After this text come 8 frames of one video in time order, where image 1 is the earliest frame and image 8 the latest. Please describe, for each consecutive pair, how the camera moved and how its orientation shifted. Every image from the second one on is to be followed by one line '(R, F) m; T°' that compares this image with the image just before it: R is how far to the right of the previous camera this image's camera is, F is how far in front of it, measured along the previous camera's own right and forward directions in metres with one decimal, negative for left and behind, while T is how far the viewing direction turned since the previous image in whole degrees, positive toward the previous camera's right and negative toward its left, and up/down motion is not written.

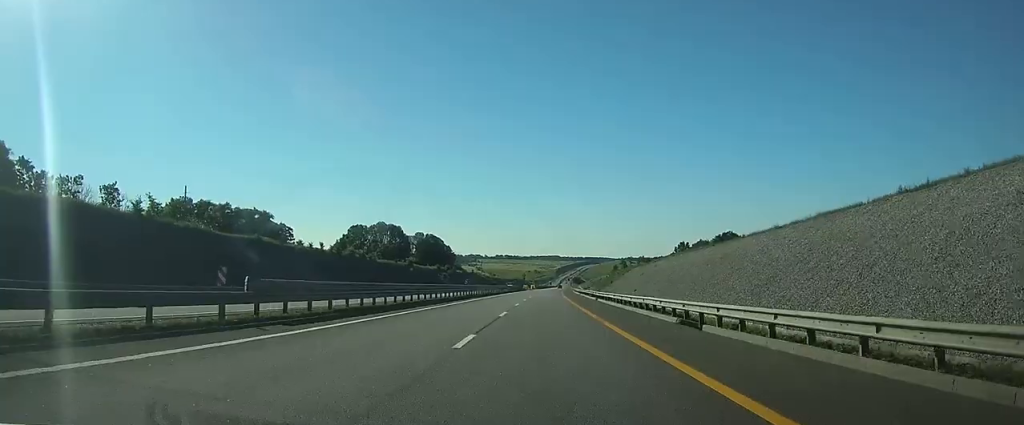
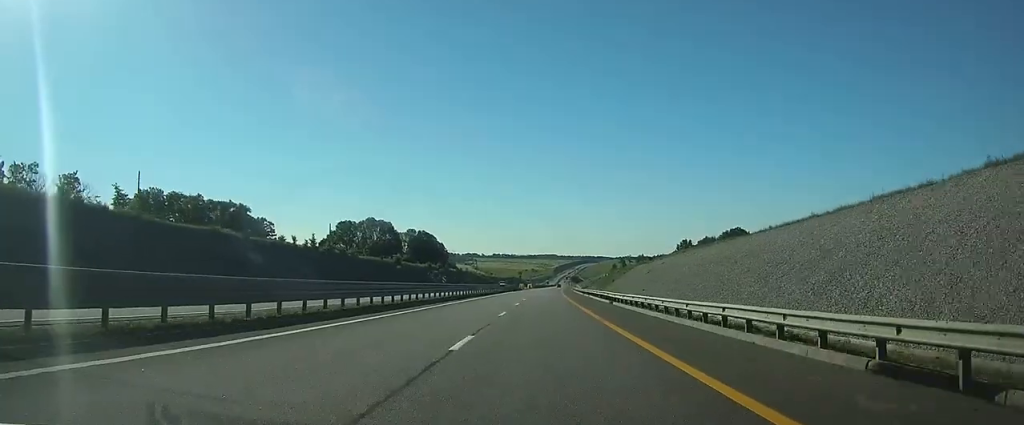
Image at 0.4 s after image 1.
(+0.1, +12.3) m; 0°
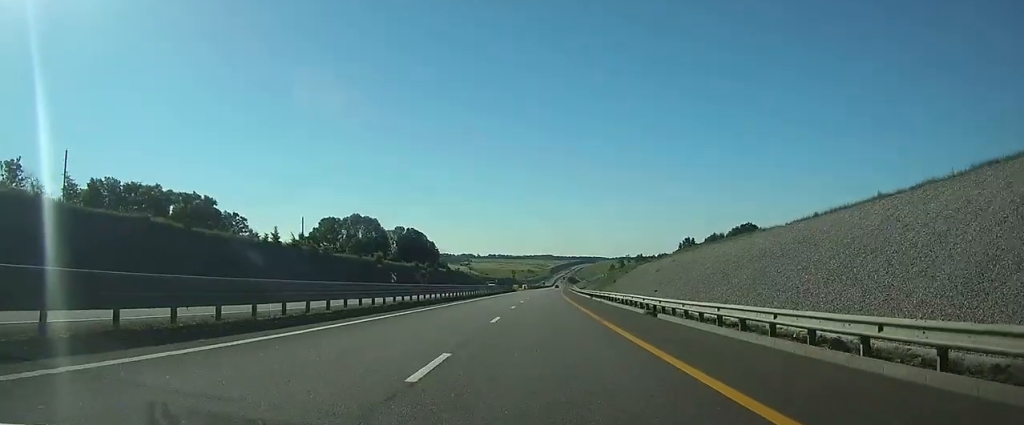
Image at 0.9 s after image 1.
(0.0, +15.4) m; 0°
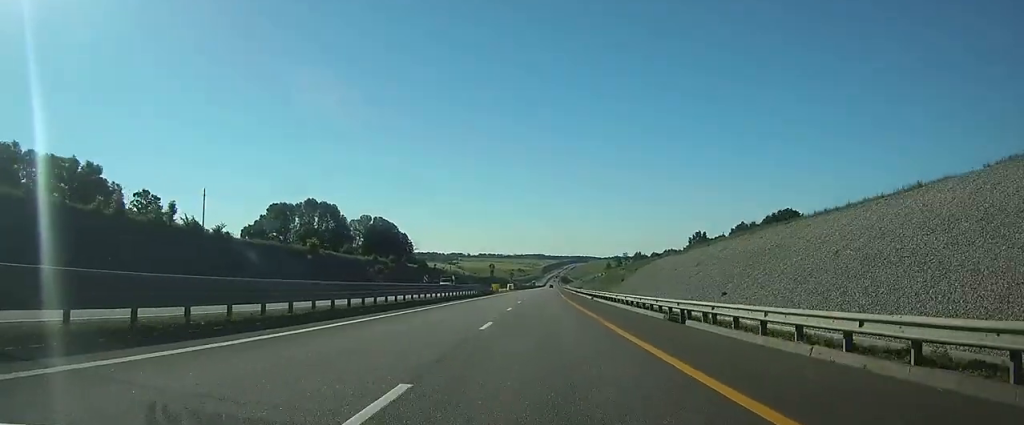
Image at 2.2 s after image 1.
(+0.5, +38.9) m; +1°
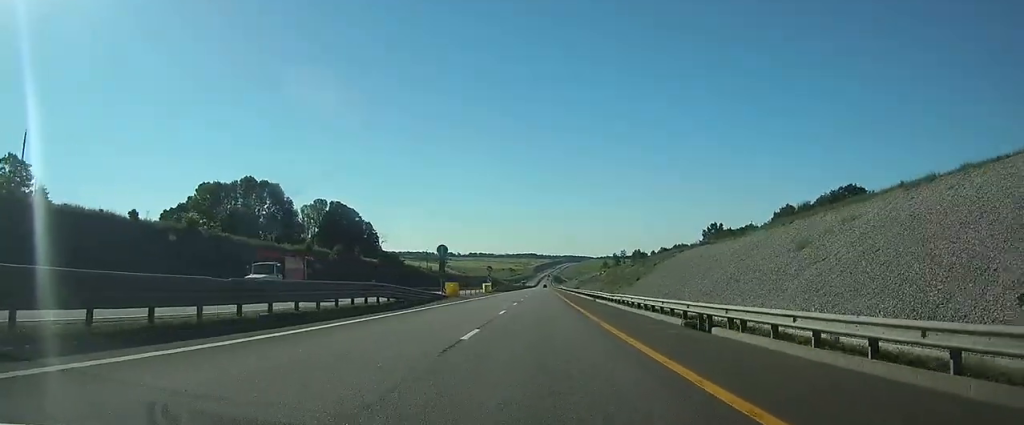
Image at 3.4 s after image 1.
(+0.3, +38.8) m; +1°
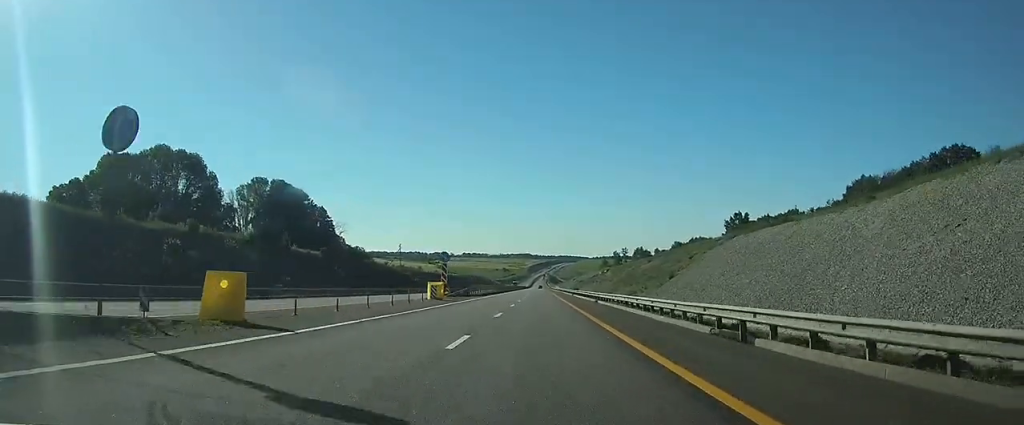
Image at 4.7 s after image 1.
(+0.2, +37.8) m; +1°
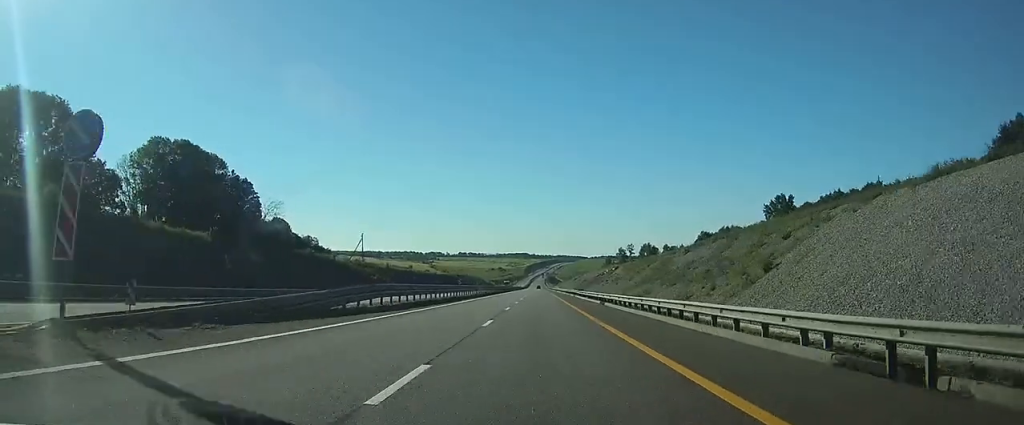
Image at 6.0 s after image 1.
(+0.1, +41.0) m; 0°
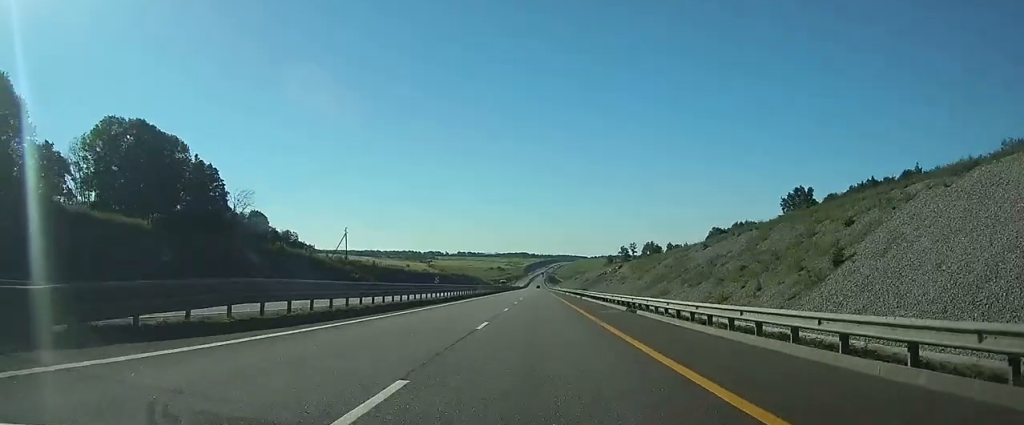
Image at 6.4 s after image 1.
(0.0, +13.4) m; 0°
